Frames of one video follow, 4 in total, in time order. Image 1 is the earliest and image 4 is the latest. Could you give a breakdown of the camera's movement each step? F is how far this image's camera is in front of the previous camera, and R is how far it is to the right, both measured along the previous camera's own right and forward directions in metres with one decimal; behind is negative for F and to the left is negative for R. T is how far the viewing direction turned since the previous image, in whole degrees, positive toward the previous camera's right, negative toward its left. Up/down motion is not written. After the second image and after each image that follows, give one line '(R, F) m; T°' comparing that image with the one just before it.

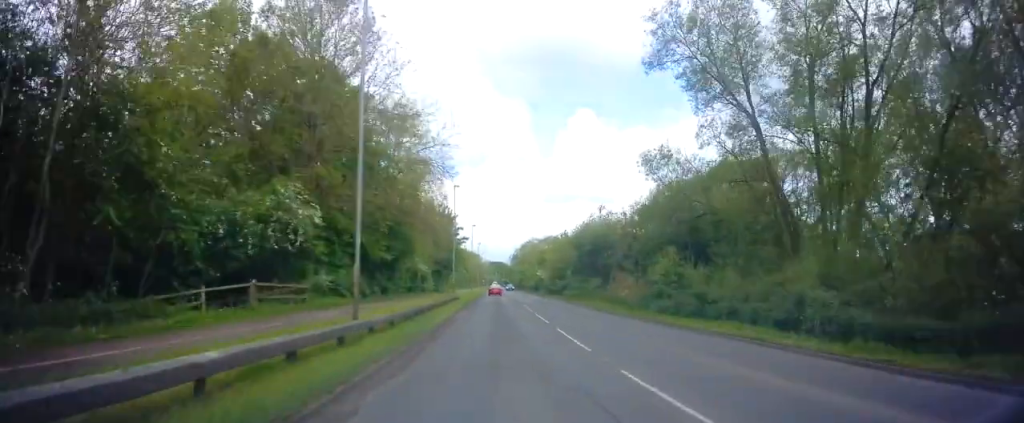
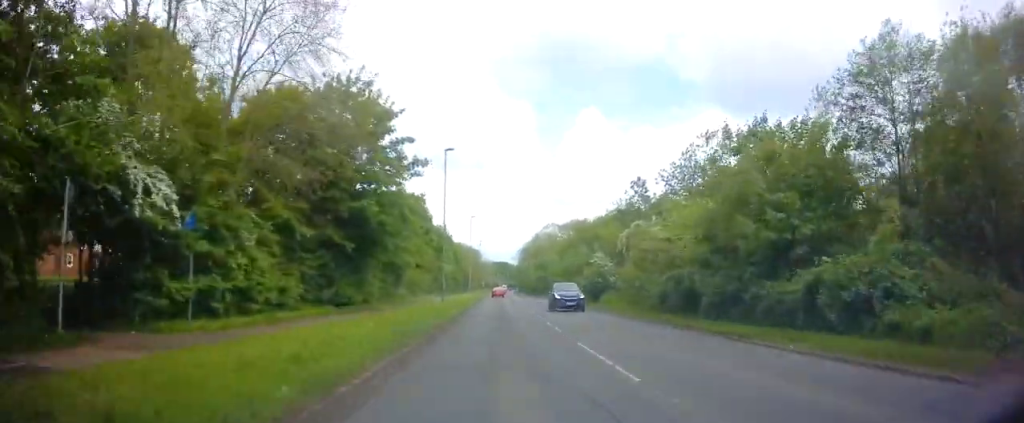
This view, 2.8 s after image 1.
(-0.8, +50.0) m; -2°
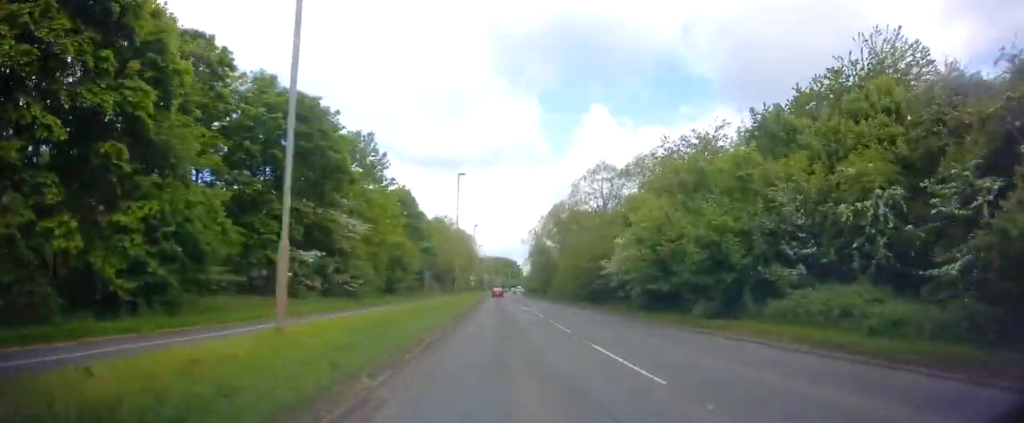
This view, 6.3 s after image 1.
(+0.4, +64.5) m; +1°
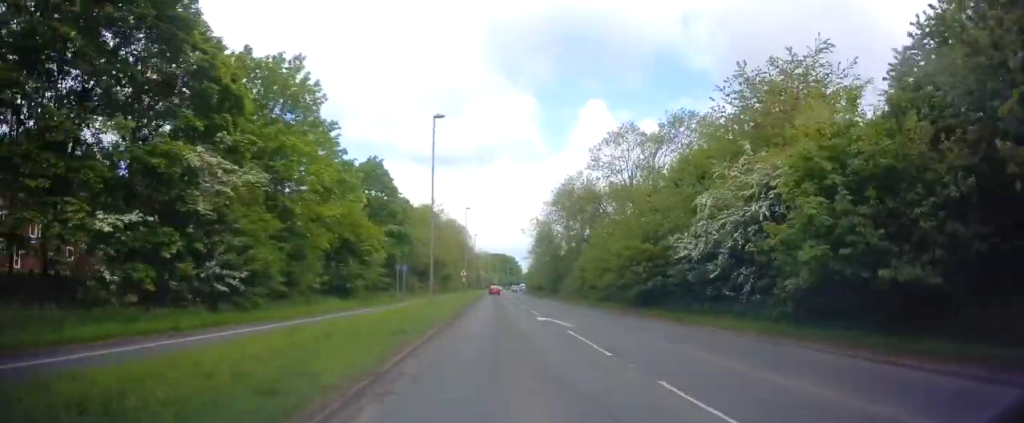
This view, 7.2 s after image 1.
(+0.3, +15.4) m; +1°
